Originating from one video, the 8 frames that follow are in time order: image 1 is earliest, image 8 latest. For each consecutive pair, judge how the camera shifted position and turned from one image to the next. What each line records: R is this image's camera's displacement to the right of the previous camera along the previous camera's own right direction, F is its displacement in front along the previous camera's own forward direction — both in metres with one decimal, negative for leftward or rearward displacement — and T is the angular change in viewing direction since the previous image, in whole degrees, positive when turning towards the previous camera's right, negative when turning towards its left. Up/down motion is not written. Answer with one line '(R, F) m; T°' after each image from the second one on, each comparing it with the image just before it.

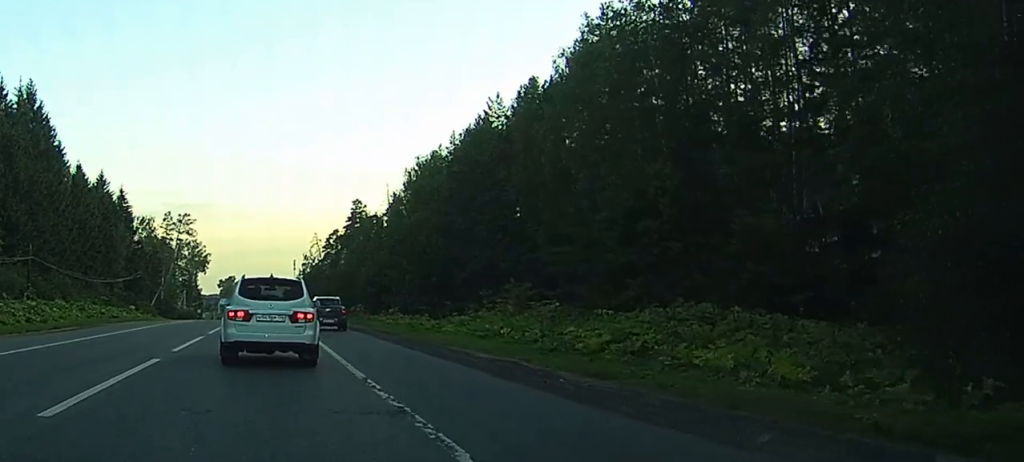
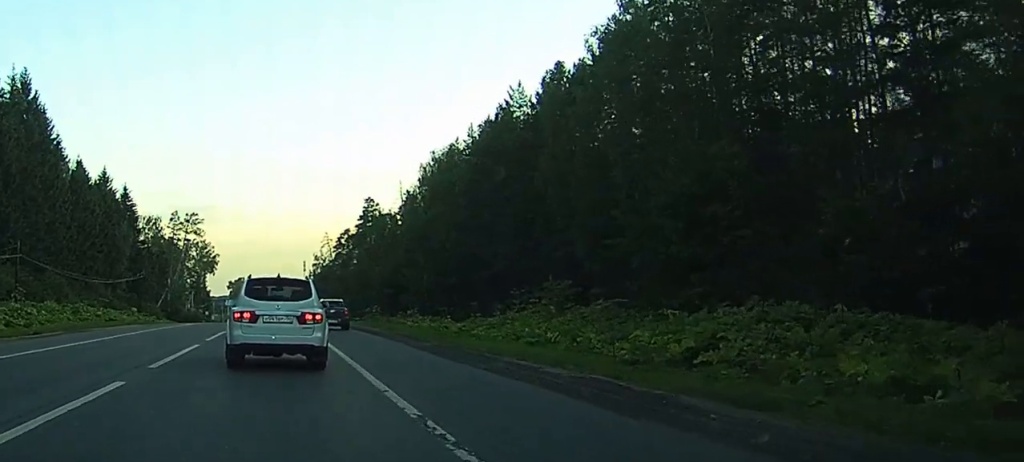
(0.0, +5.1) m; -1°
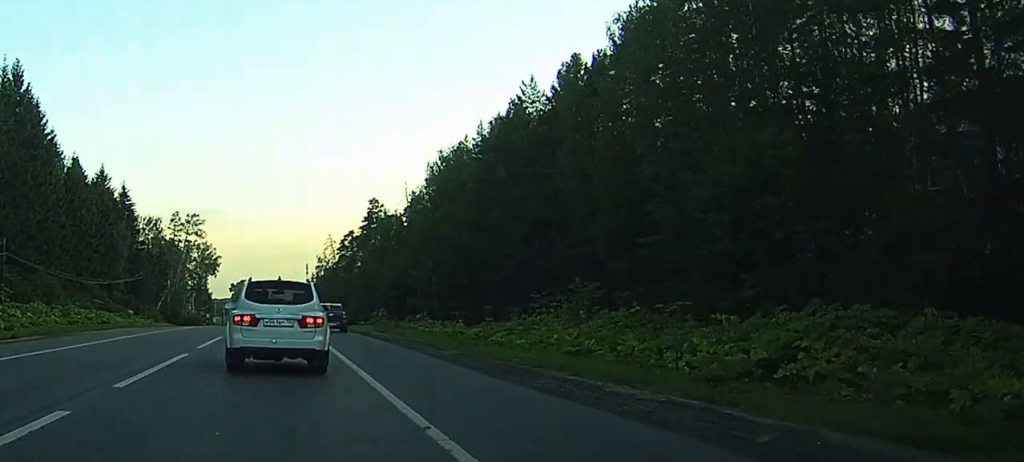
(0.0, +3.6) m; -1°
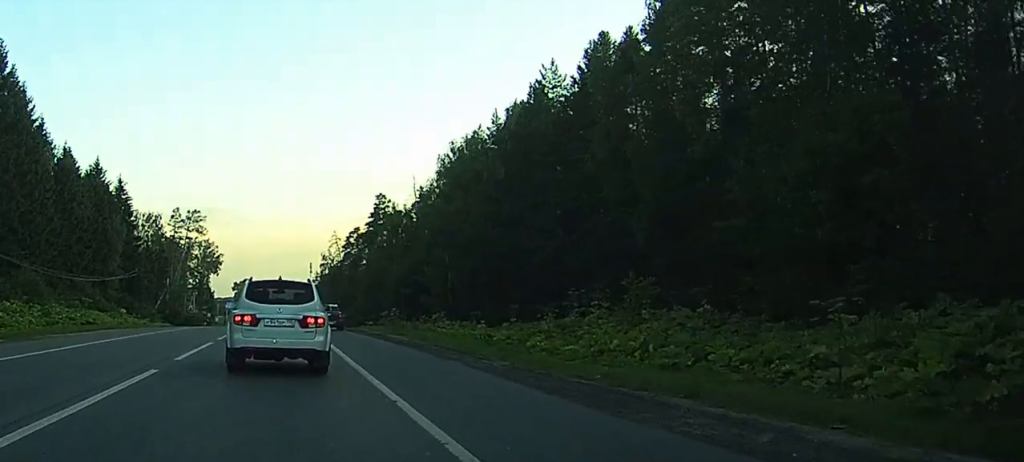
(-0.1, +5.8) m; 0°
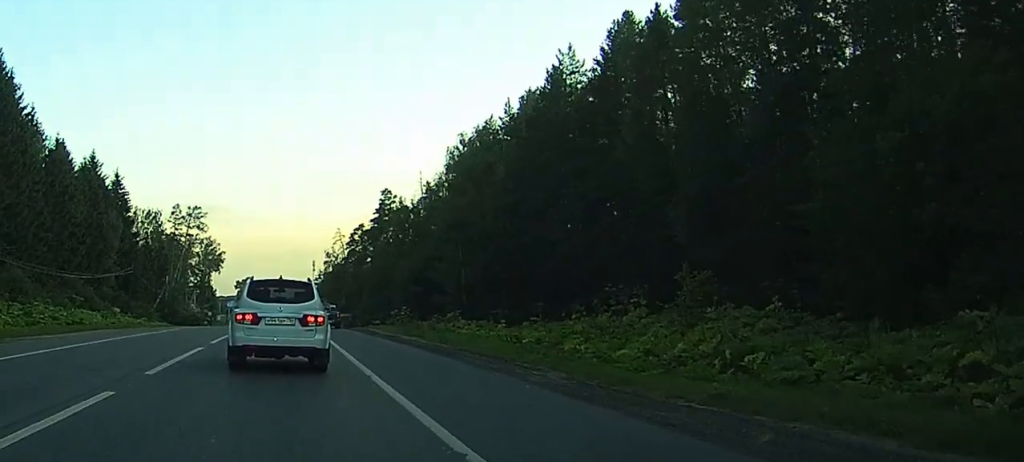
(0.0, +4.5) m; +1°
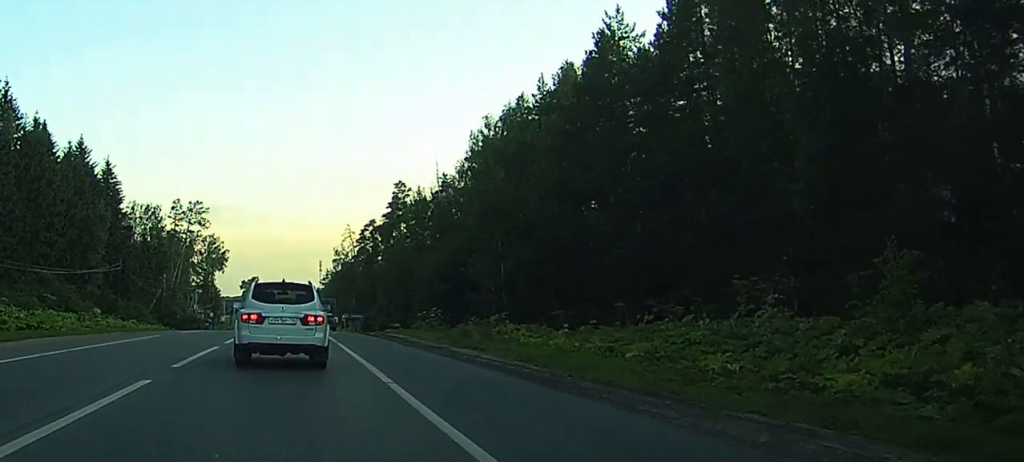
(+0.1, +10.8) m; 0°
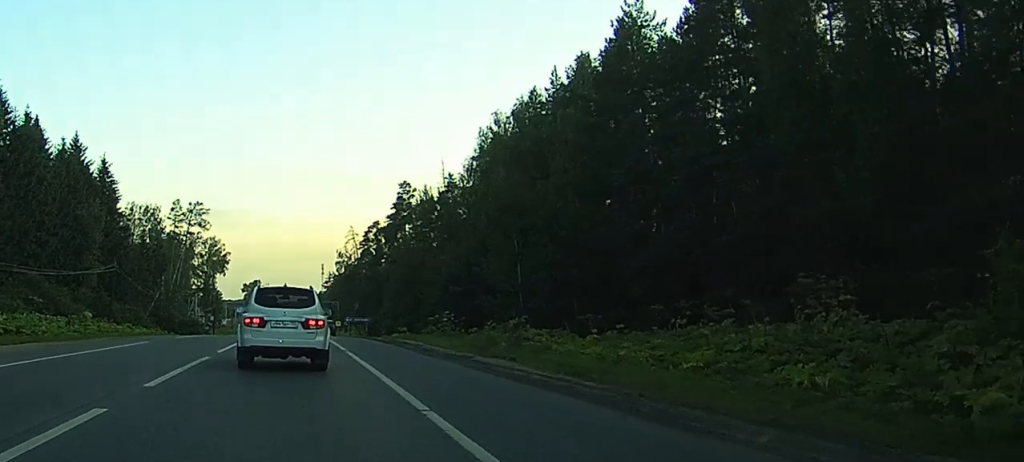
(0.0, +3.8) m; -1°
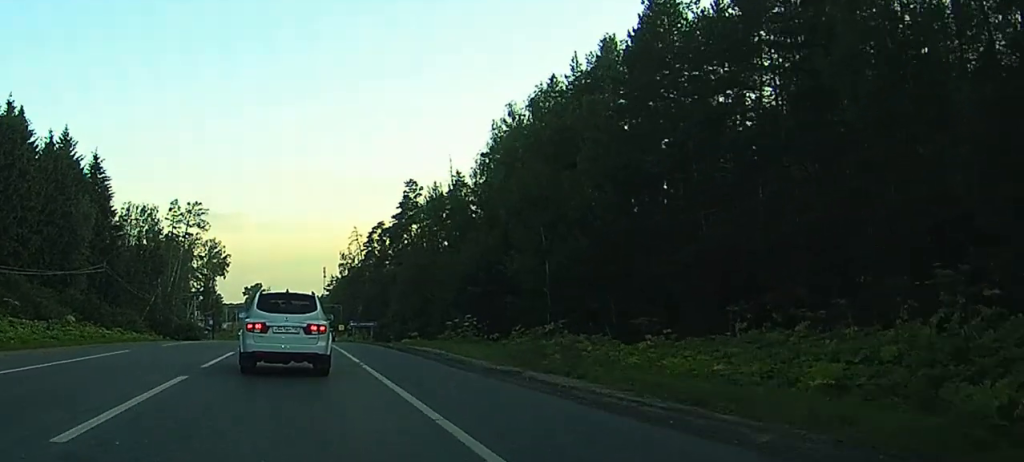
(-0.1, +5.5) m; -1°
